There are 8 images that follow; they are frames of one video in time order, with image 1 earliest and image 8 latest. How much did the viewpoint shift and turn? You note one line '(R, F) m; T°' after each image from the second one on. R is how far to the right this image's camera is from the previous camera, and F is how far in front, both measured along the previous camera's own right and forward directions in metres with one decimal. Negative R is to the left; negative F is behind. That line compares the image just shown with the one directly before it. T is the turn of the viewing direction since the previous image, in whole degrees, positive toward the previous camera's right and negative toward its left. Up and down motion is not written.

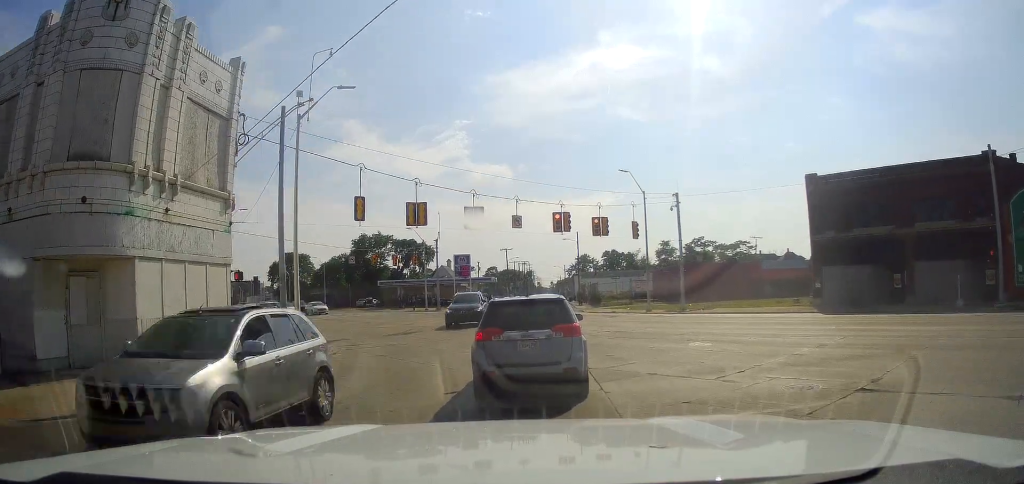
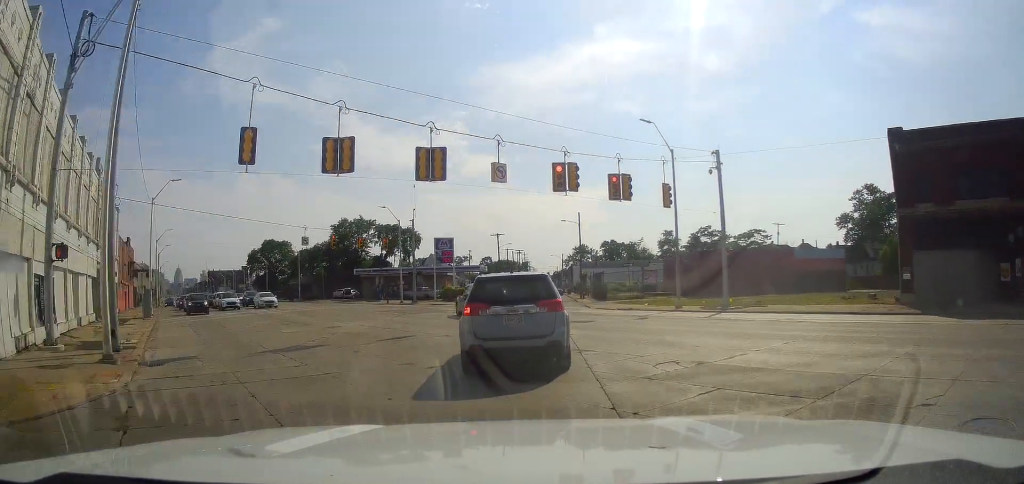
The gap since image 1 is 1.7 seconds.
(+0.1, +11.2) m; +1°
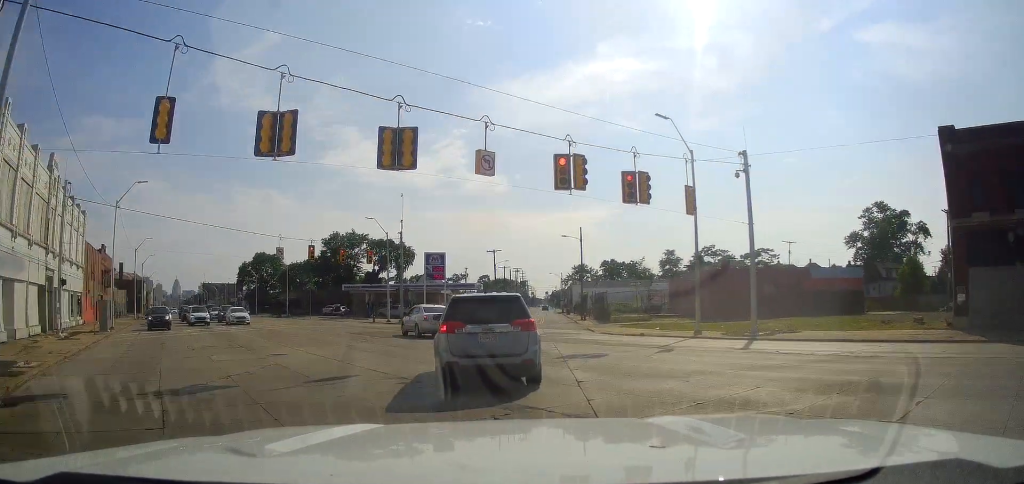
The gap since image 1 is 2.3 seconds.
(0.0, +4.9) m; -1°
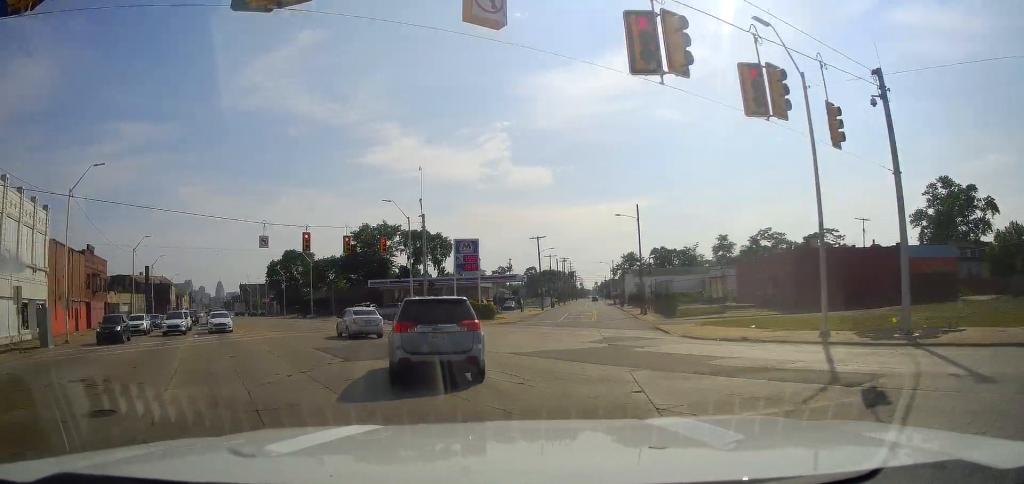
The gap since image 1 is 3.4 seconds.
(-0.1, +9.9) m; -6°
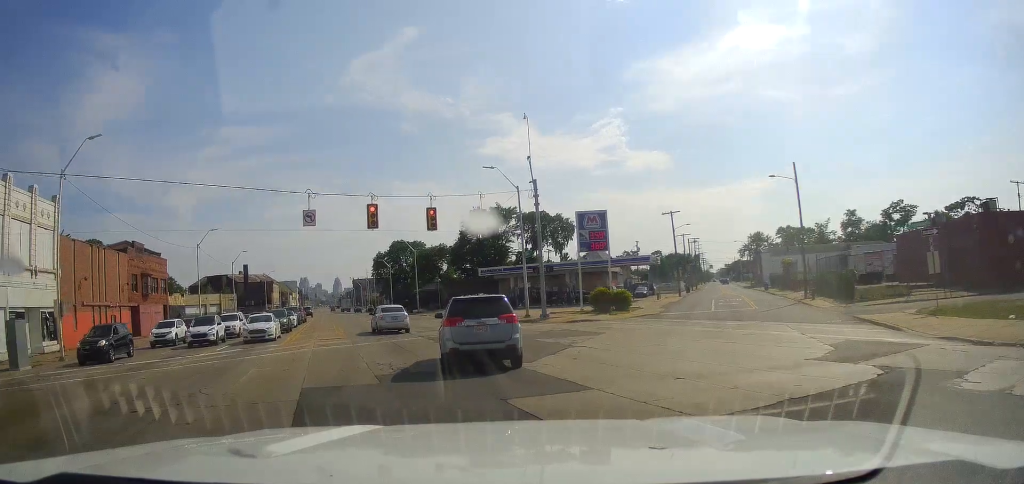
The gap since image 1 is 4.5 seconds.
(-0.9, +11.0) m; -9°
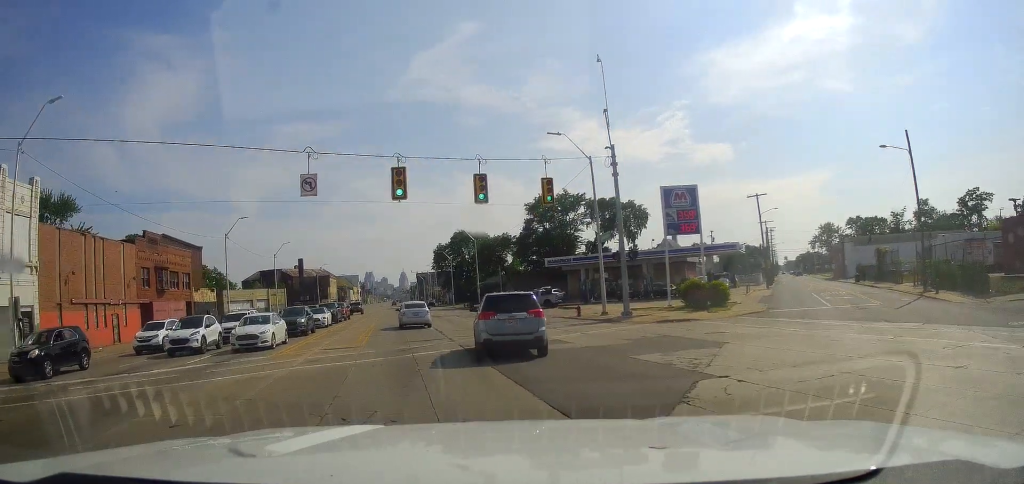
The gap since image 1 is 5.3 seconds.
(-0.5, +8.1) m; -5°
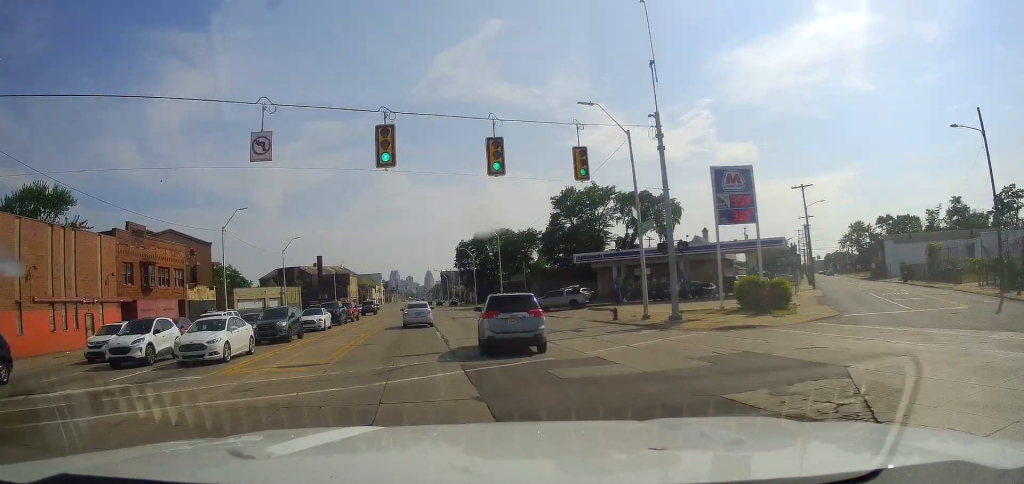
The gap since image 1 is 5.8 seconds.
(-0.1, +5.7) m; -3°
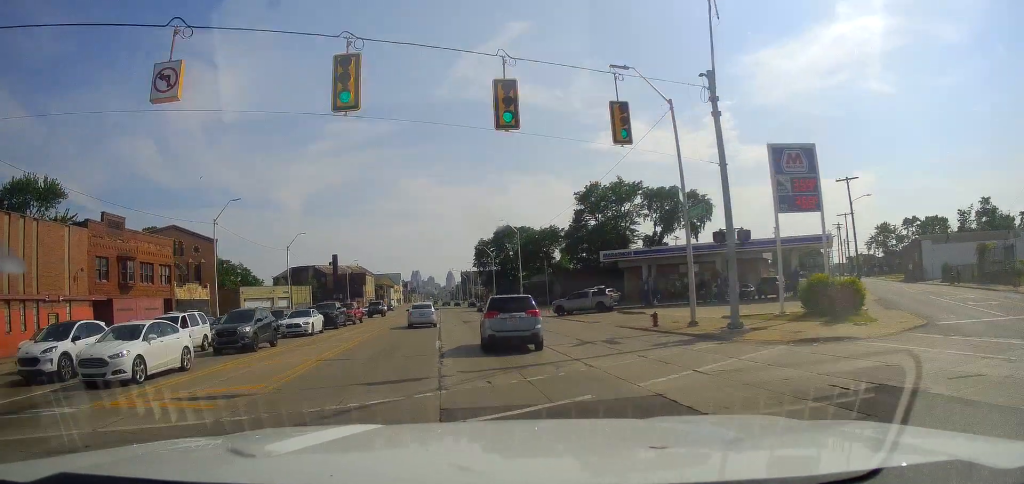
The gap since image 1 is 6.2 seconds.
(-0.2, +5.7) m; -3°
